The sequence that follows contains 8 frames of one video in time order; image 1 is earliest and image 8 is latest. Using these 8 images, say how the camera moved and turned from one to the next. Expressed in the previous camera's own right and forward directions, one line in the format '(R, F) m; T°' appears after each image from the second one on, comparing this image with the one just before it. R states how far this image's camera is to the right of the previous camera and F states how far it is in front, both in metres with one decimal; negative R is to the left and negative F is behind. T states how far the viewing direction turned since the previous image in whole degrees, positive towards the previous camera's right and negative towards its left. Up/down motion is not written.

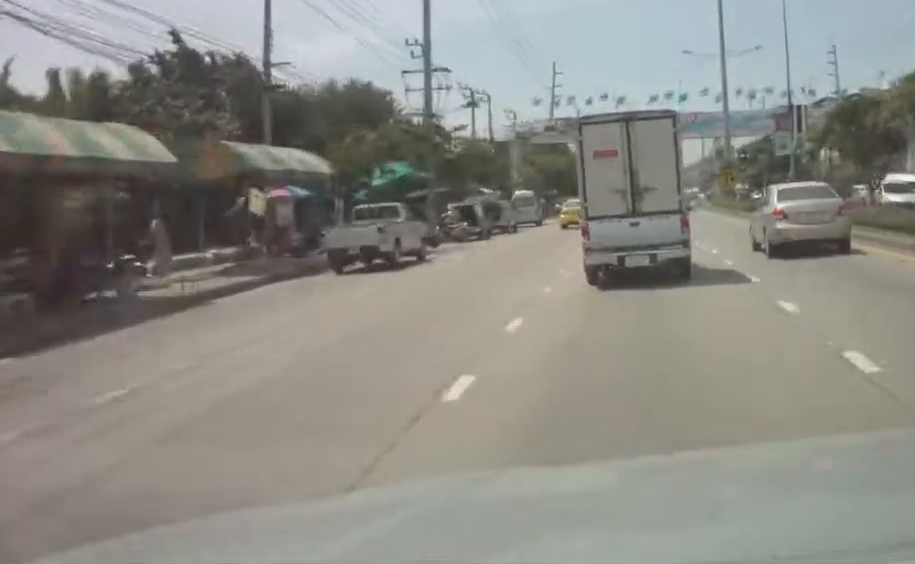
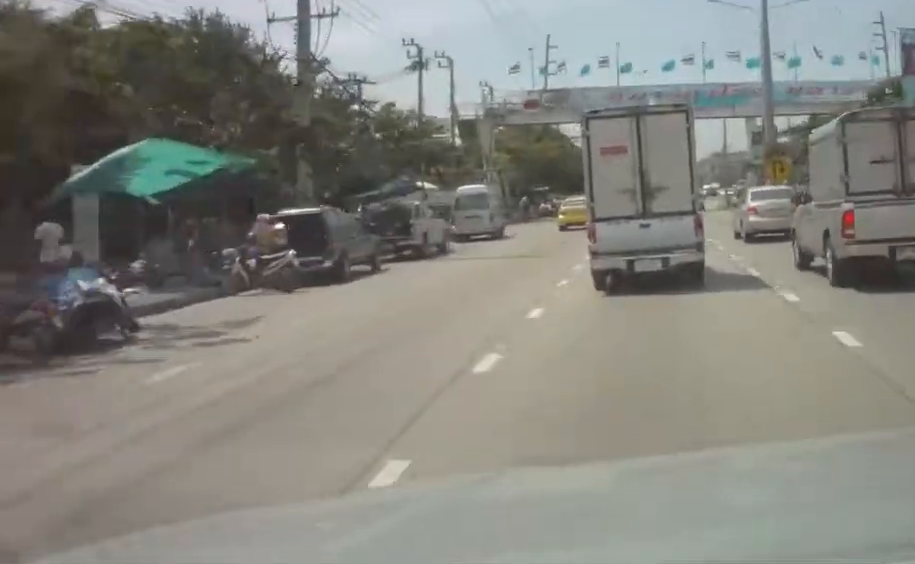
(0.0, +20.9) m; 0°
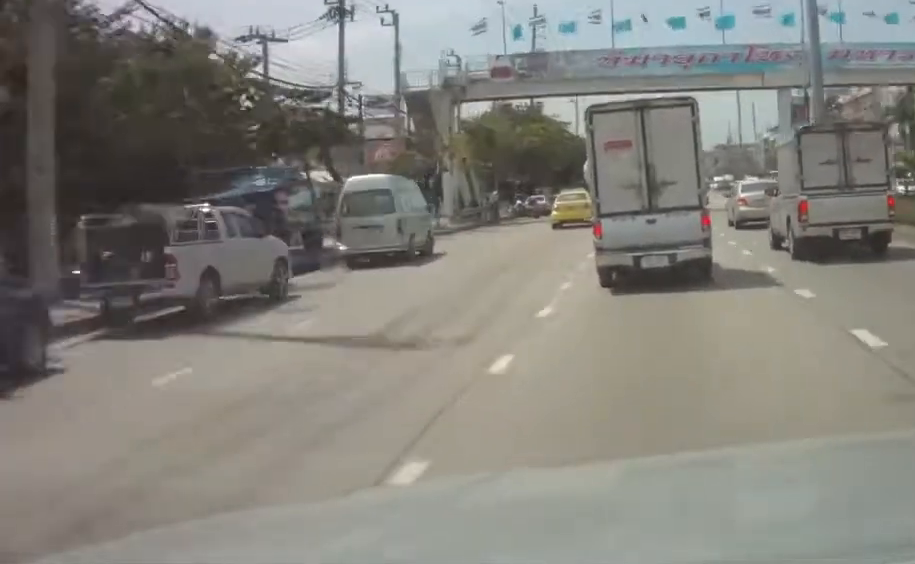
(+0.1, +15.4) m; 0°
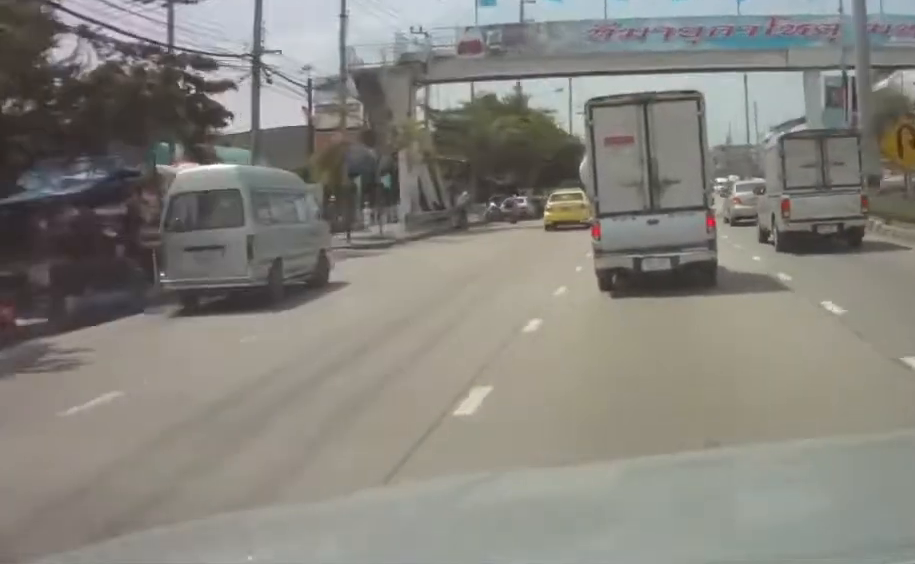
(-0.1, +9.1) m; 0°
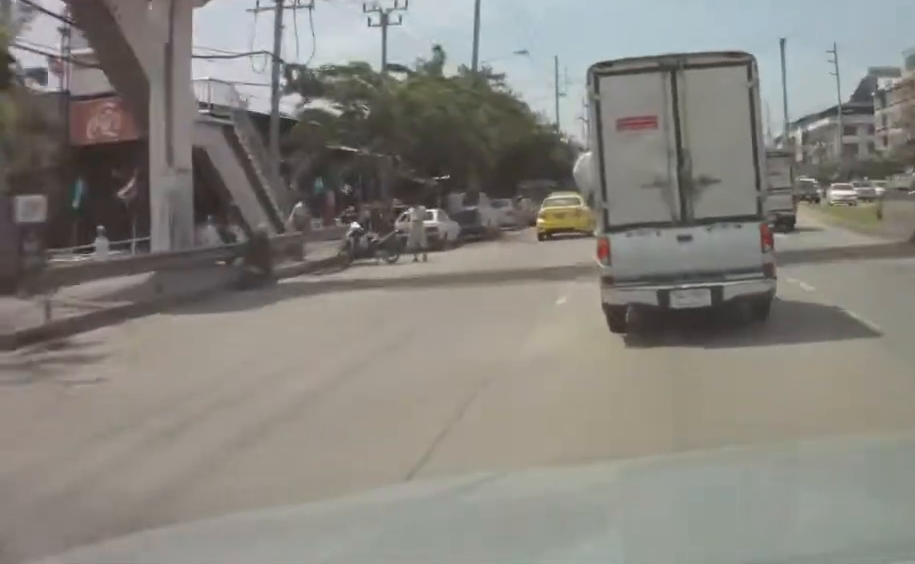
(+0.1, +24.6) m; 0°
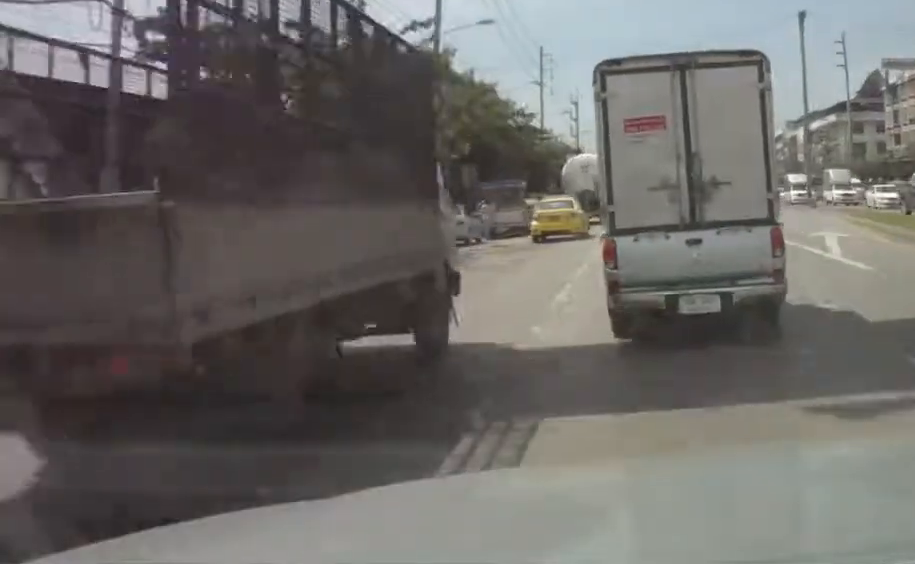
(0.0, +12.7) m; 0°
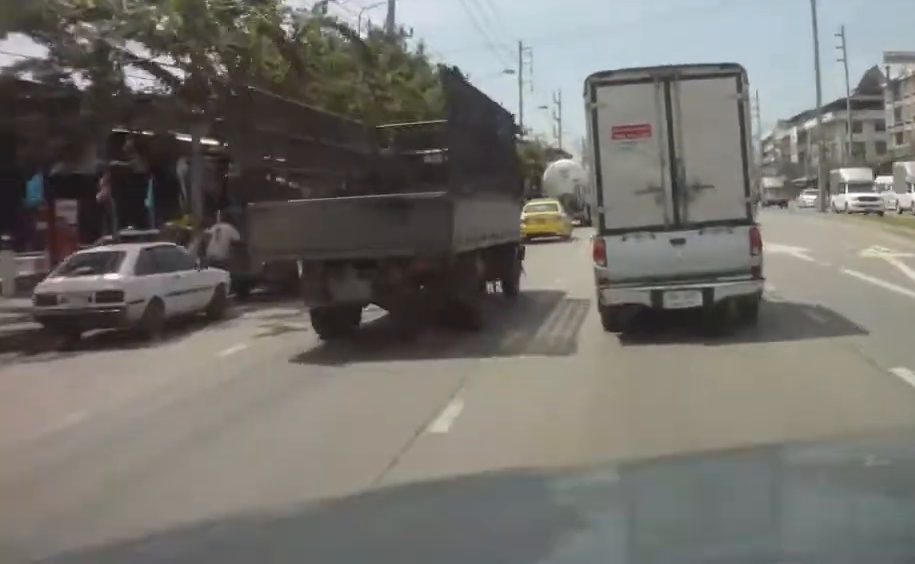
(0.0, +9.4) m; 0°
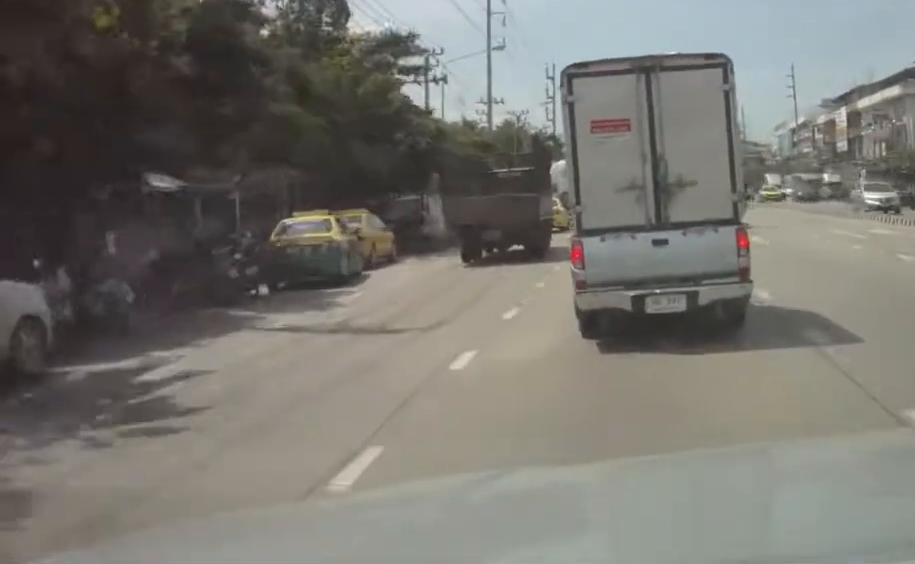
(+0.3, +30.0) m; +1°
